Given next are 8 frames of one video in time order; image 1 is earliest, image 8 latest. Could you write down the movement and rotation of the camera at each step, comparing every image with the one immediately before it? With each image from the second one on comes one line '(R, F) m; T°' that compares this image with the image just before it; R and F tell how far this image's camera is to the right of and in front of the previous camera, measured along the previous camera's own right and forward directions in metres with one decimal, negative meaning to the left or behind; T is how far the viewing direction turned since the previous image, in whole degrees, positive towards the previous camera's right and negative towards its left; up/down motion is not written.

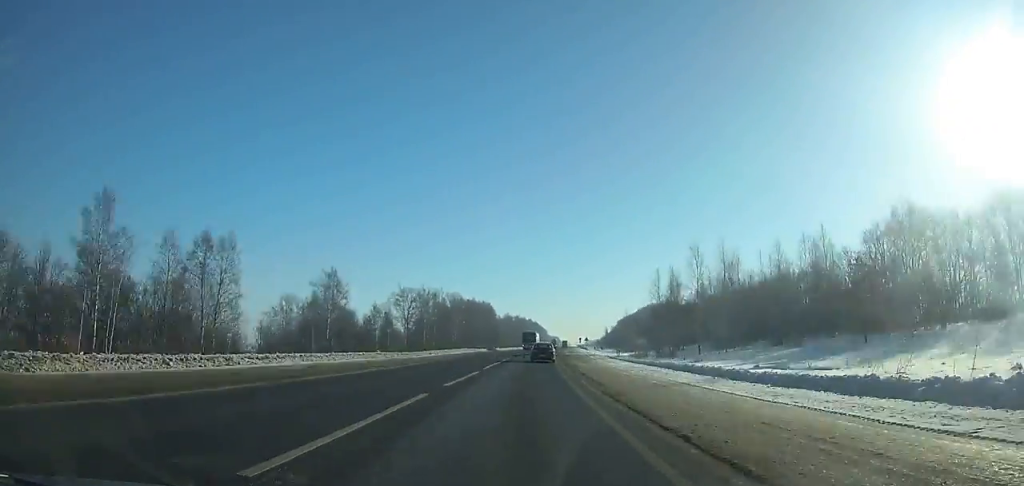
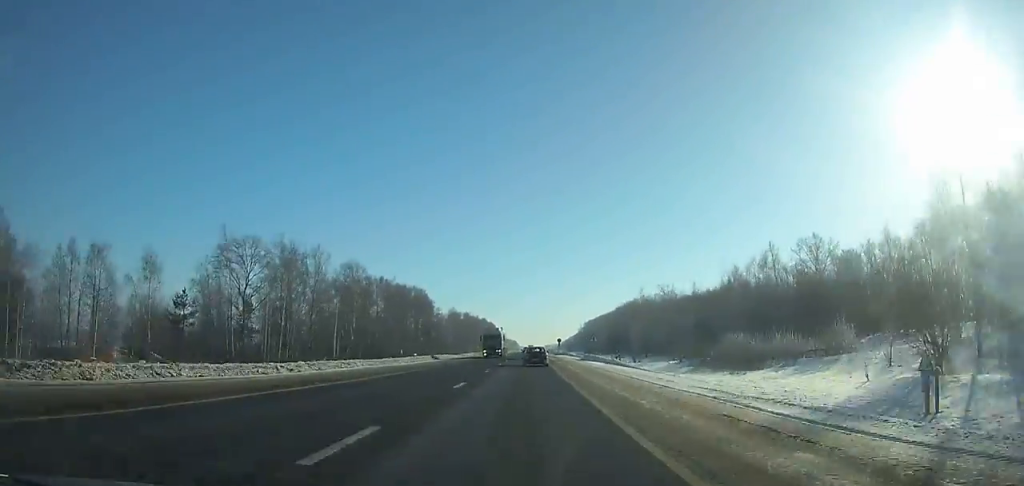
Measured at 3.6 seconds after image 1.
(+2.8, +80.7) m; +3°
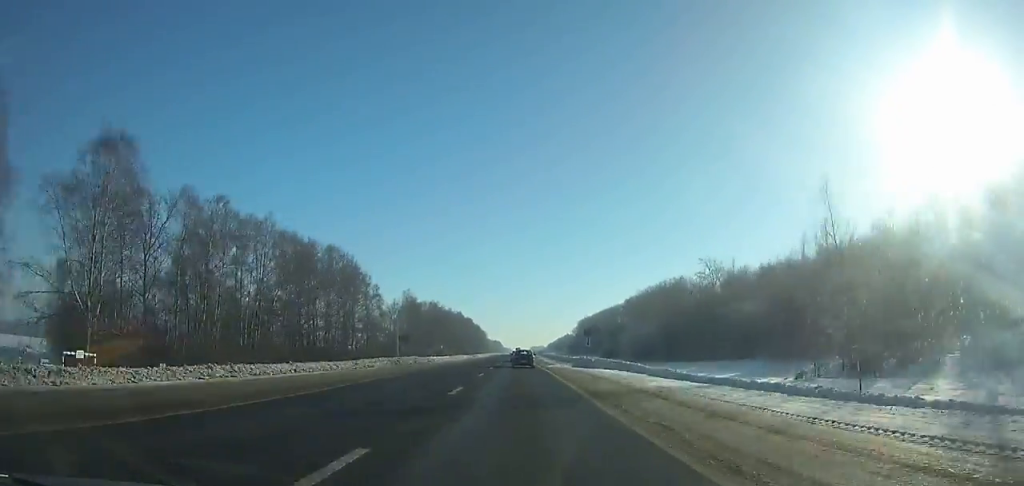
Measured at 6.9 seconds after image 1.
(+1.0, +73.6) m; +1°
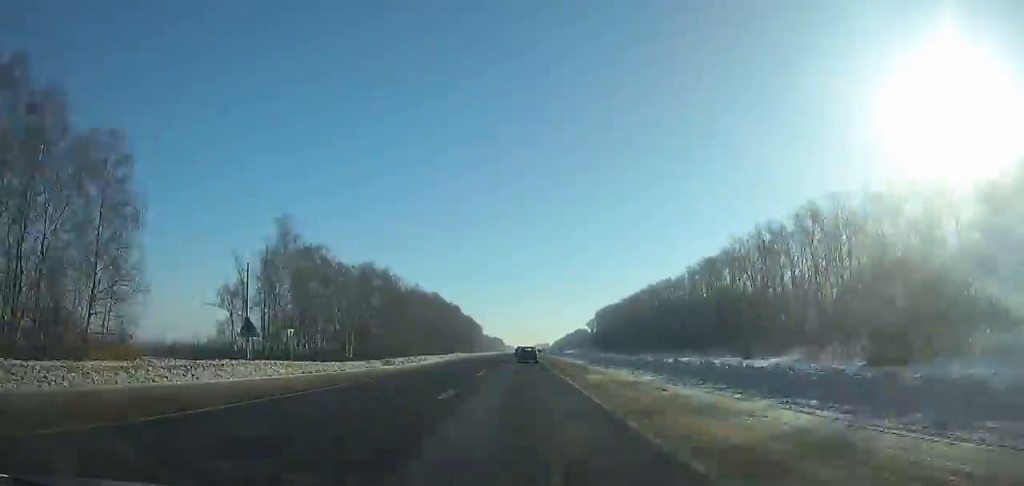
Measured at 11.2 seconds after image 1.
(-0.1, +97.3) m; -1°
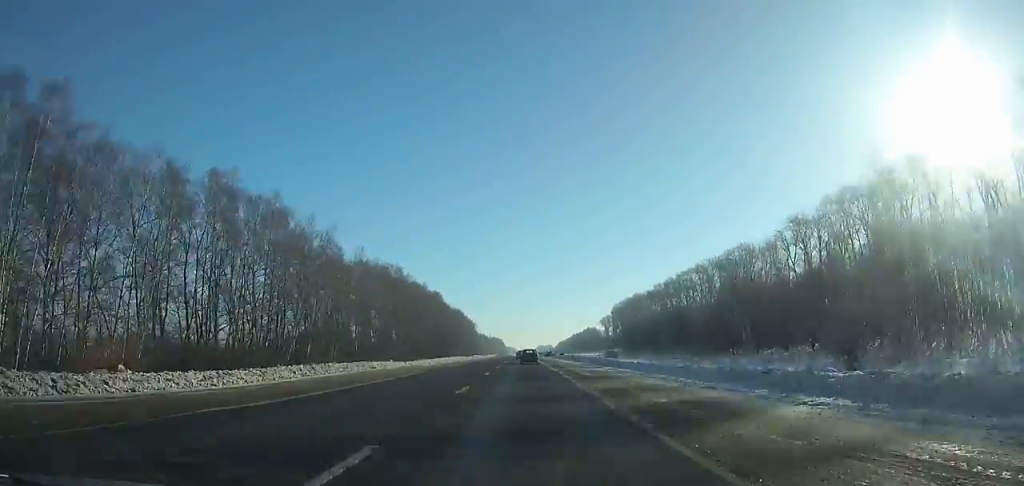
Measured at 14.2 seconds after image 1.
(-0.3, +69.6) m; 0°
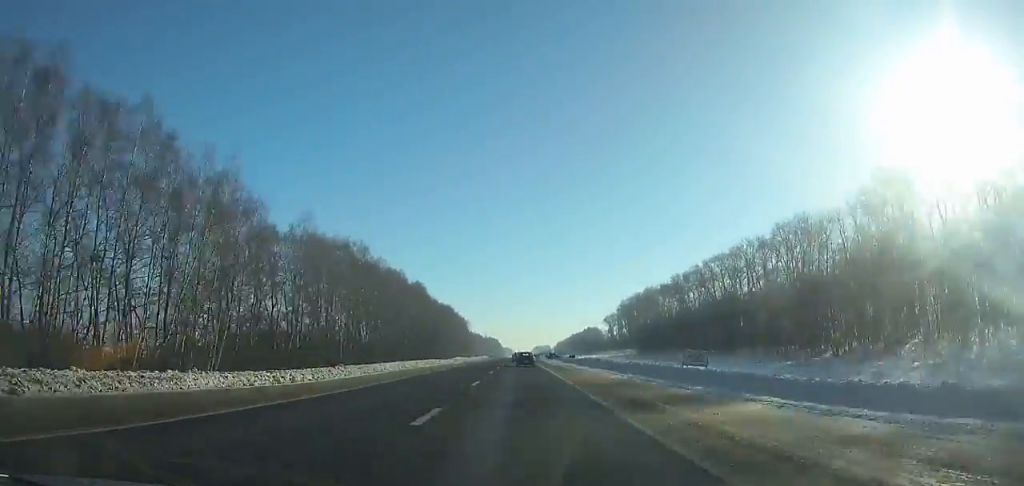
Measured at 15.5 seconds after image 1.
(0.0, +30.8) m; 0°
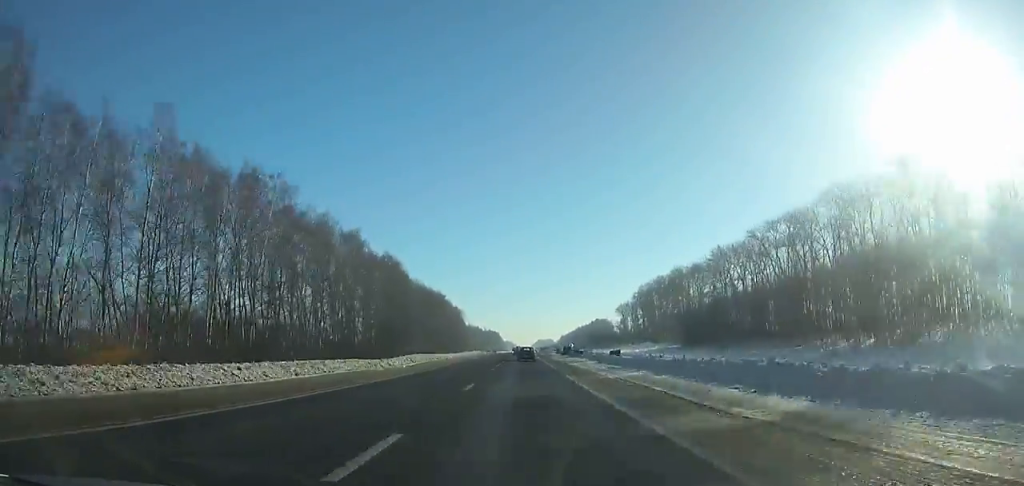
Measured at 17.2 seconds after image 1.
(0.0, +40.3) m; 0°
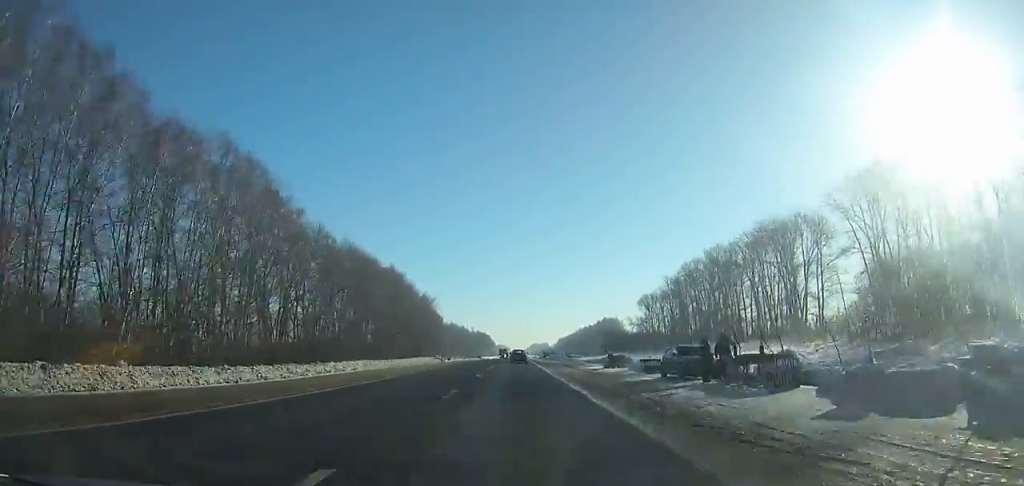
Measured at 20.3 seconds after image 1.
(+0.3, +75.1) m; 0°
